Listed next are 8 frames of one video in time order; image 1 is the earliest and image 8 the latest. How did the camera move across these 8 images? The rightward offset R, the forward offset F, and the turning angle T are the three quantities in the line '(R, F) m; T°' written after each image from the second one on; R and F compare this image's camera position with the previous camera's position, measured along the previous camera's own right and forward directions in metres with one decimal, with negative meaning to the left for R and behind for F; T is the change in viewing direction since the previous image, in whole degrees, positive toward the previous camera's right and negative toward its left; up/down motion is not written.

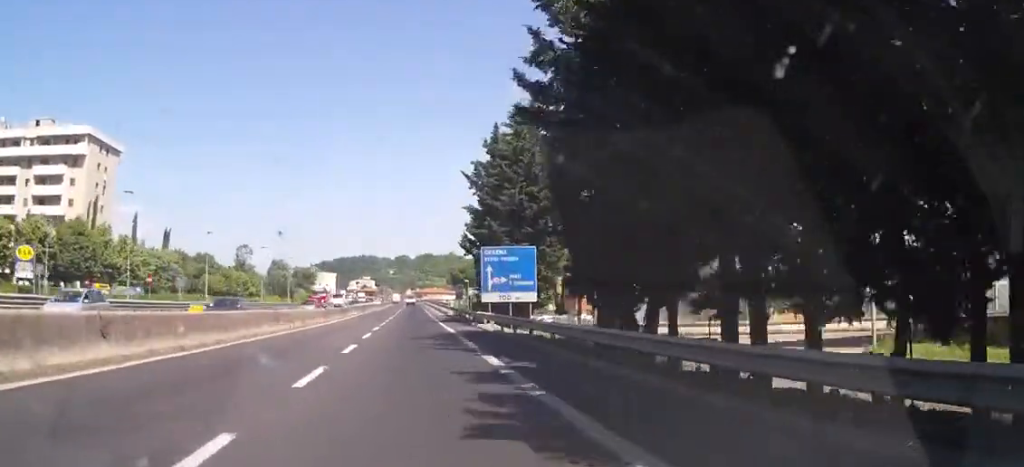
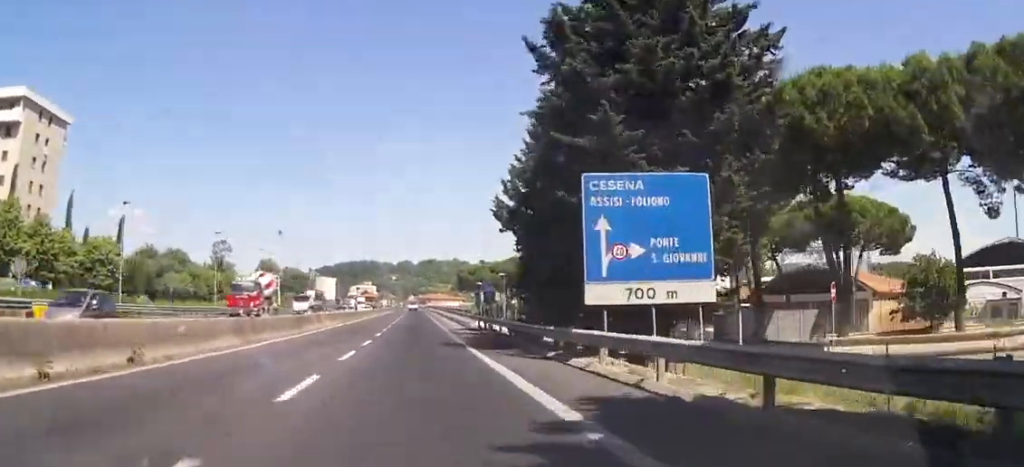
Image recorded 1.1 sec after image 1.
(0.0, +22.6) m; 0°
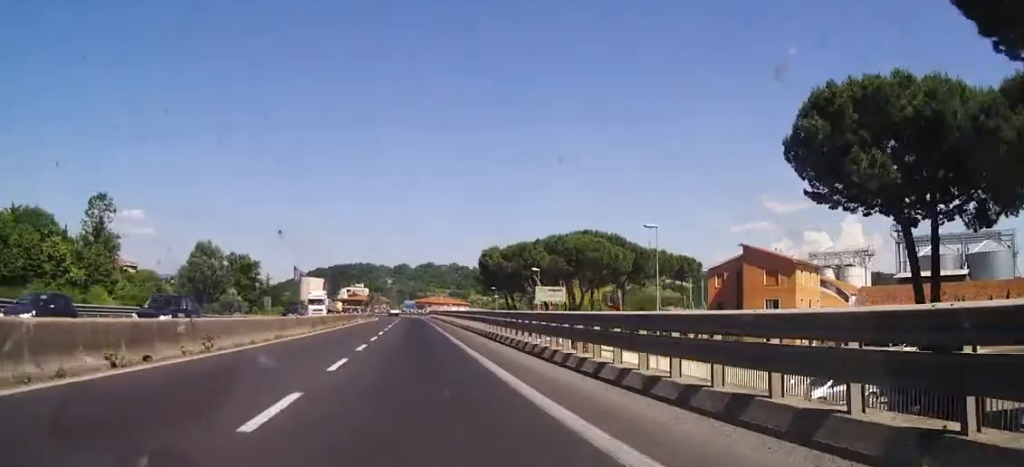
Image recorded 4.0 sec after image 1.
(-0.1, +60.7) m; 0°
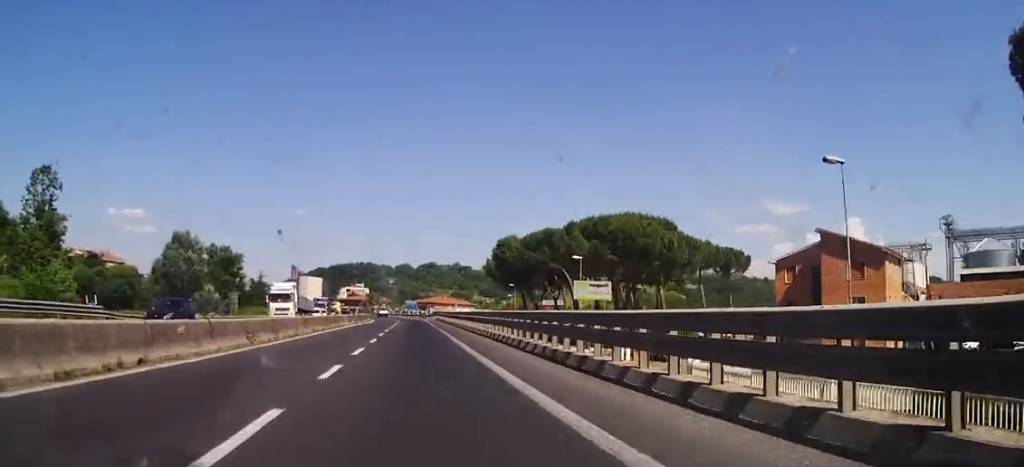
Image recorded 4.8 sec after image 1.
(0.0, +16.2) m; 0°
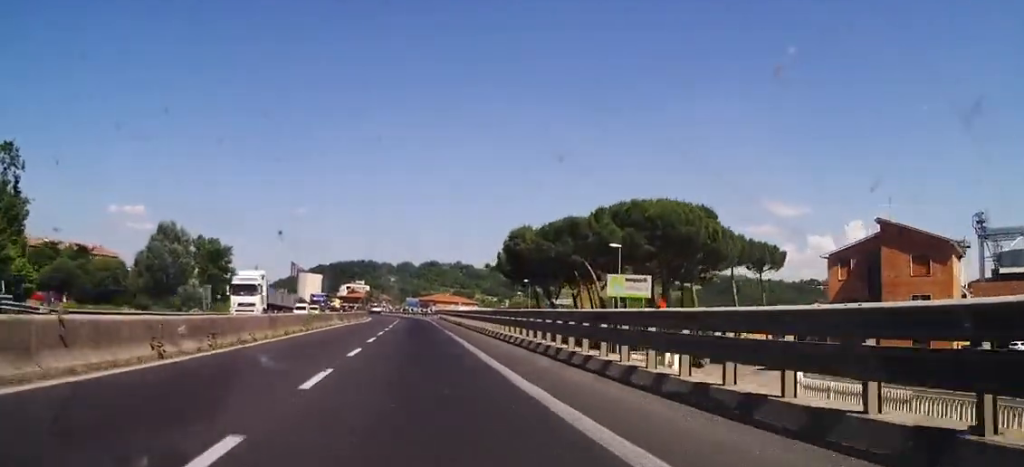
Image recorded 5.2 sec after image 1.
(0.0, +9.2) m; 0°
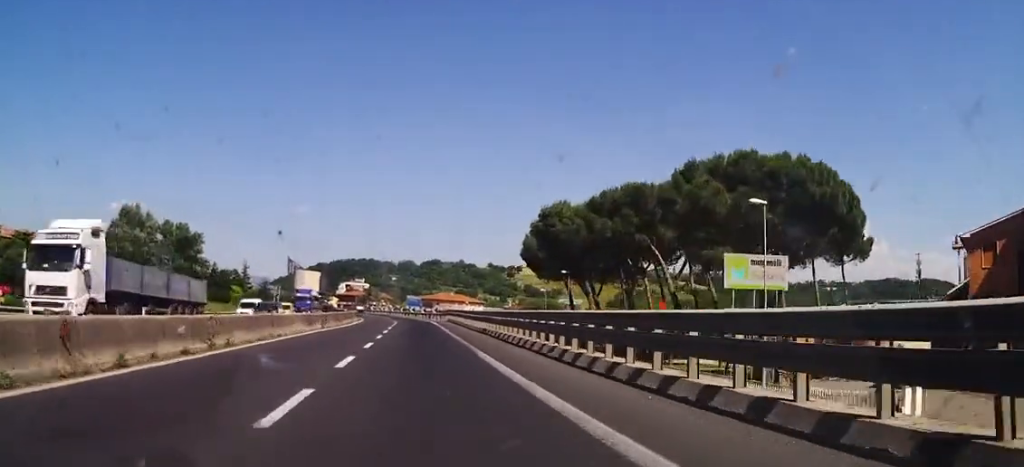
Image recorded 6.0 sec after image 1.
(0.0, +17.9) m; +1°
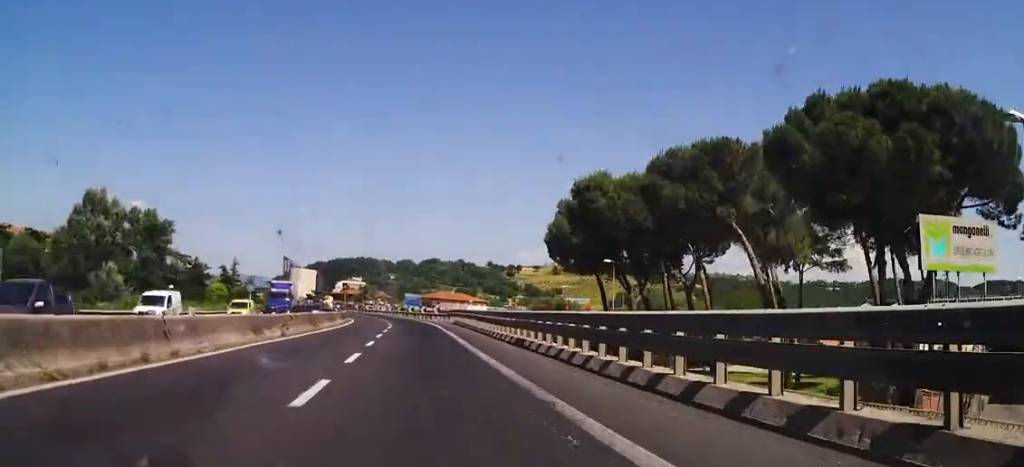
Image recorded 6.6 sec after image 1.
(0.0, +12.9) m; +1°
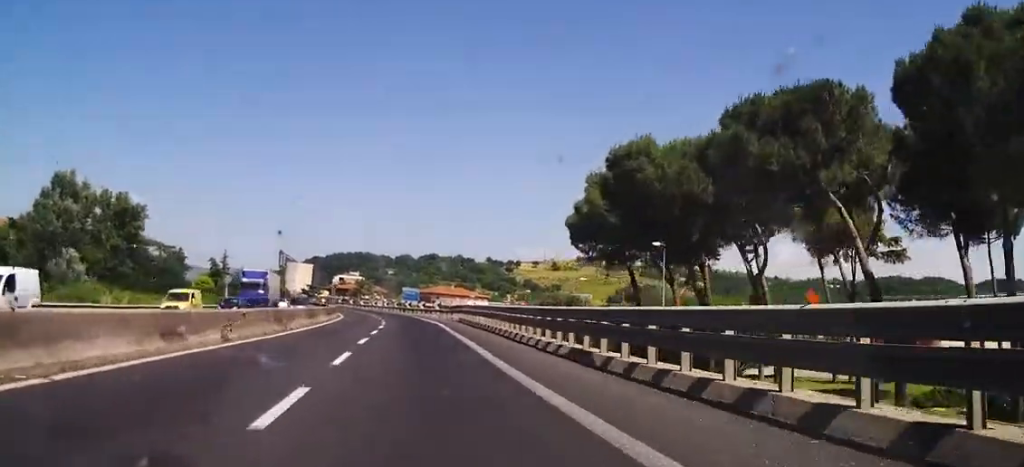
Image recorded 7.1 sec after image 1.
(+0.2, +9.4) m; 0°
